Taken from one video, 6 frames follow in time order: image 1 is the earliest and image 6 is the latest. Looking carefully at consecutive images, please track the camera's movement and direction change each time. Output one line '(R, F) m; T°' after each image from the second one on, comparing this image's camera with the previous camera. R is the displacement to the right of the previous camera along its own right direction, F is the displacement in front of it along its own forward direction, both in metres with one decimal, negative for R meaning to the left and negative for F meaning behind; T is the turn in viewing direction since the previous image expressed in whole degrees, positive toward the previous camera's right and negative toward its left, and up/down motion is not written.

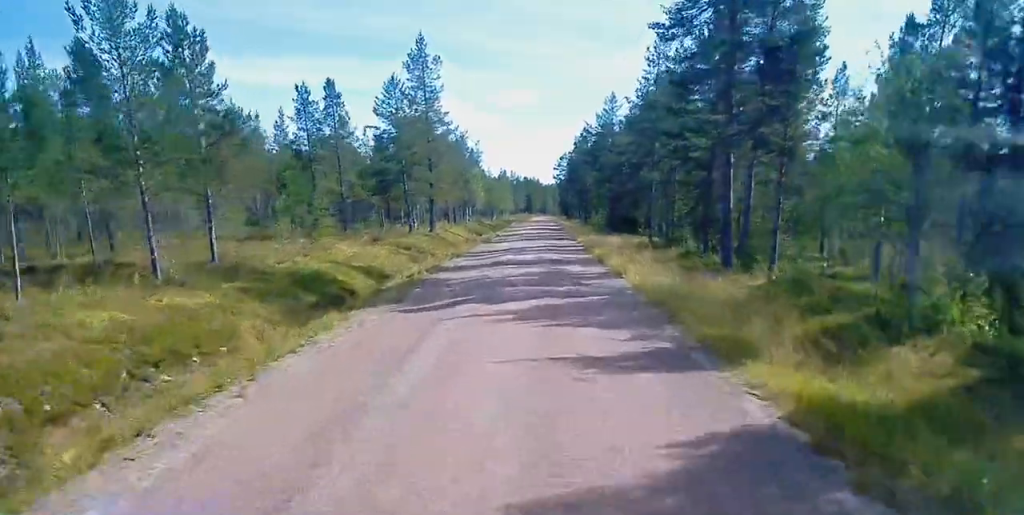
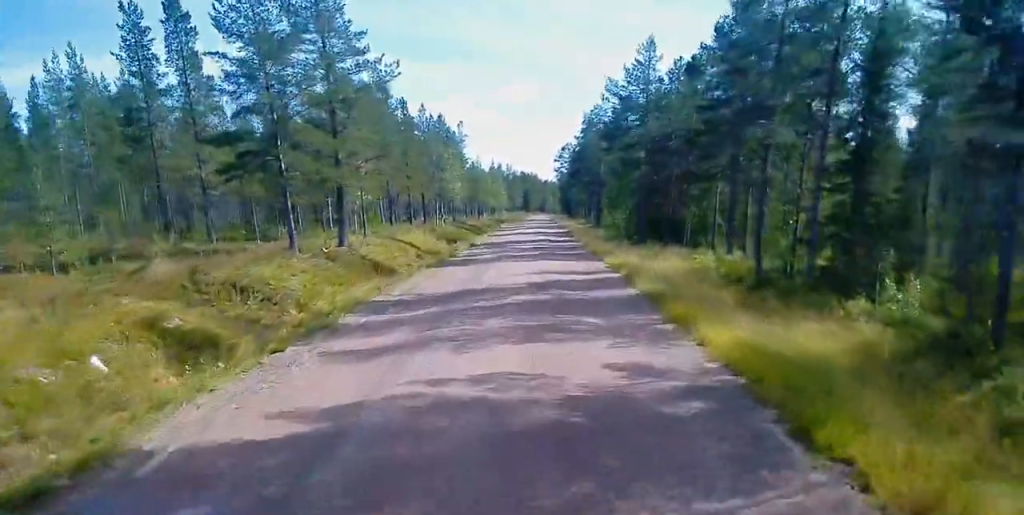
(+0.2, +24.8) m; +1°
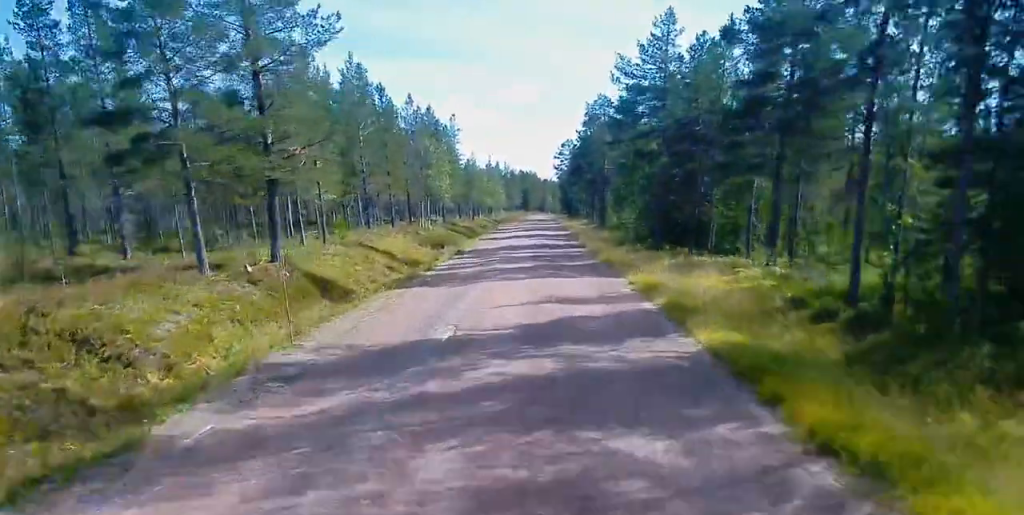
(+0.1, +8.0) m; 0°
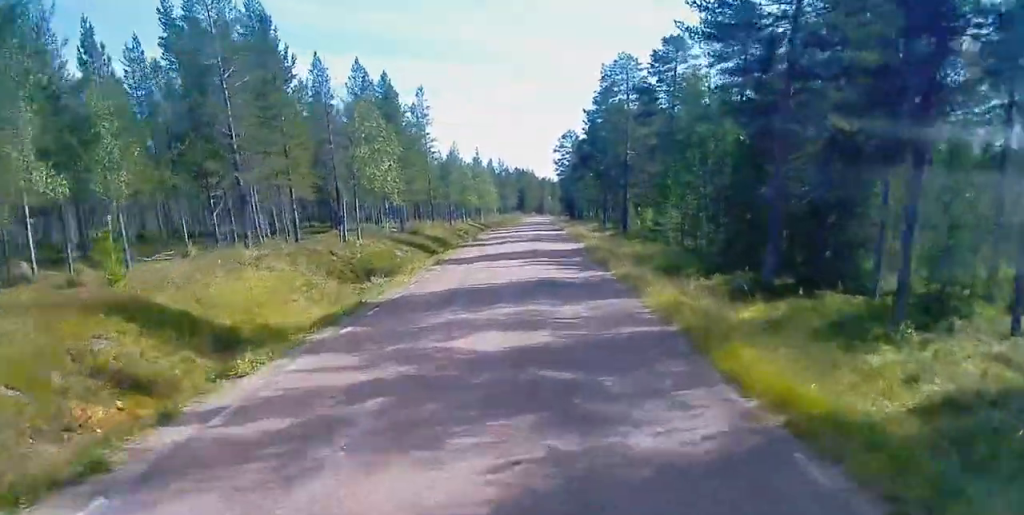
(-0.4, +23.0) m; 0°
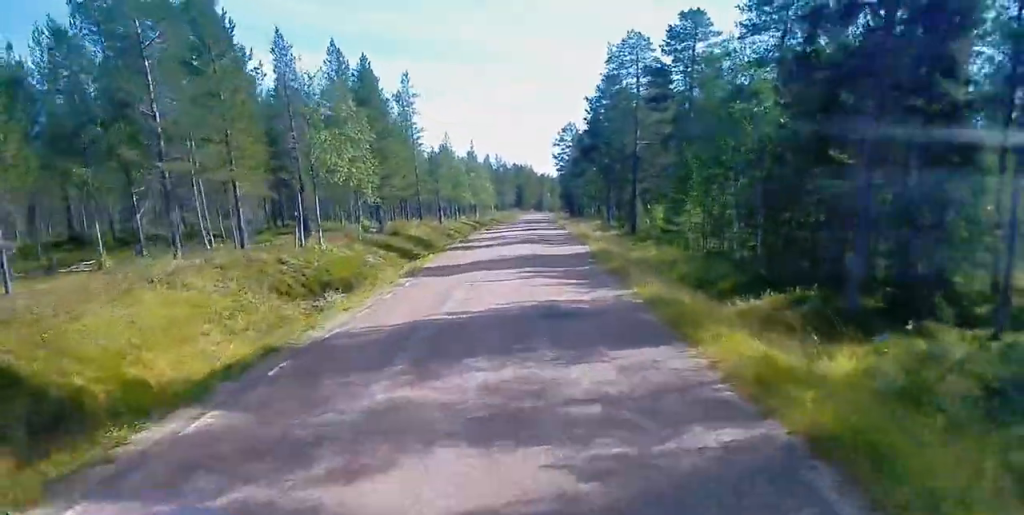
(0.0, +6.6) m; +1°
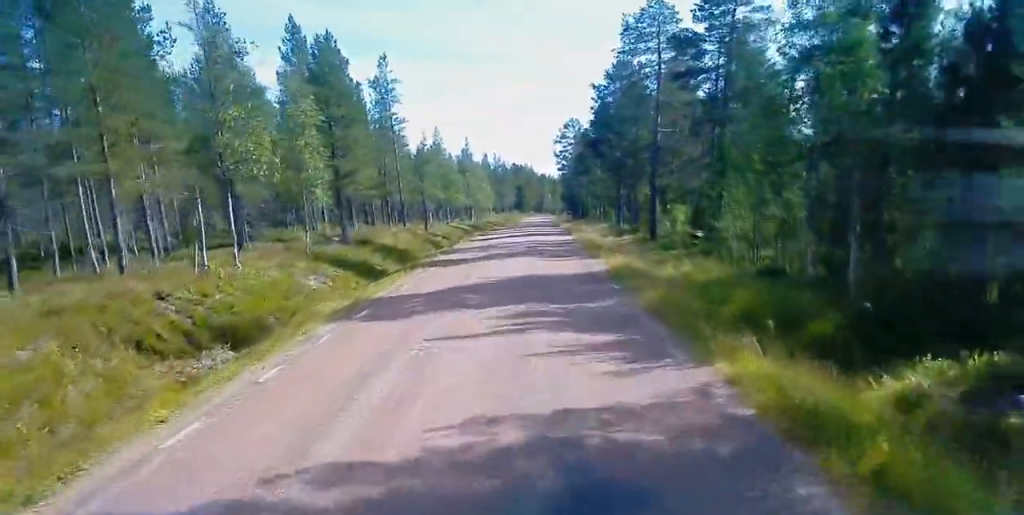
(+0.1, +9.2) m; 0°
